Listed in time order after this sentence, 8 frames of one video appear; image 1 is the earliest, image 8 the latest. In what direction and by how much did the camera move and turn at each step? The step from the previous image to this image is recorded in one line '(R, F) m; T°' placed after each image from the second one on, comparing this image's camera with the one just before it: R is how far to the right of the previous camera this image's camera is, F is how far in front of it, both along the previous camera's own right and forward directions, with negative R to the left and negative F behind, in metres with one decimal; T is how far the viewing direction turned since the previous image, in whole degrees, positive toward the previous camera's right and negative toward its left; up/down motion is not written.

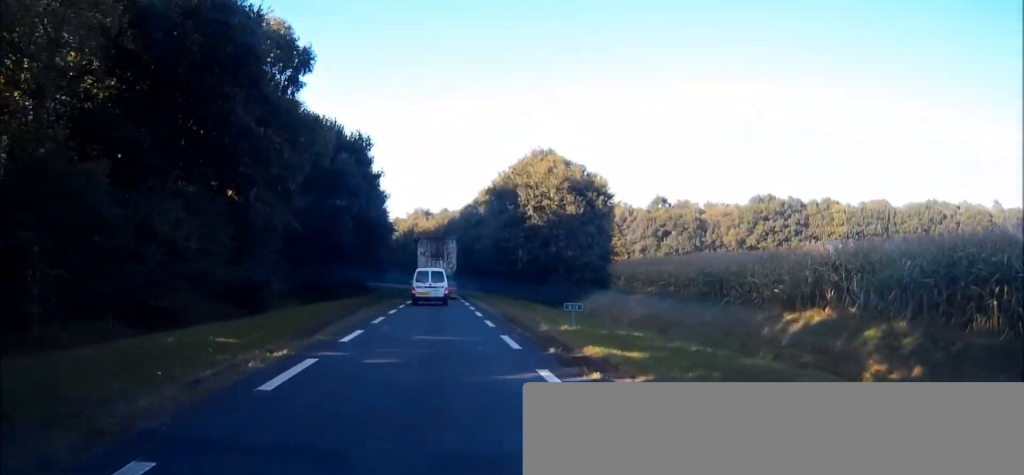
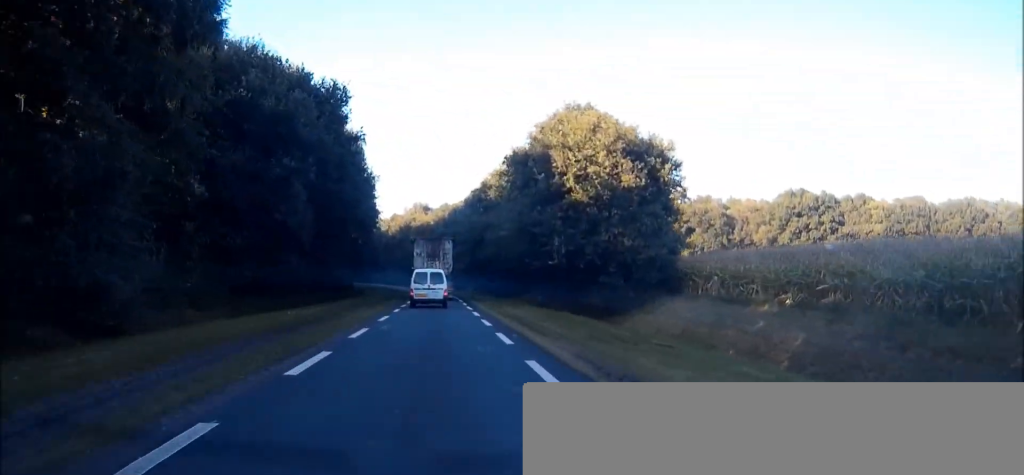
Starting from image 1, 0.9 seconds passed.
(0.0, +17.0) m; 0°
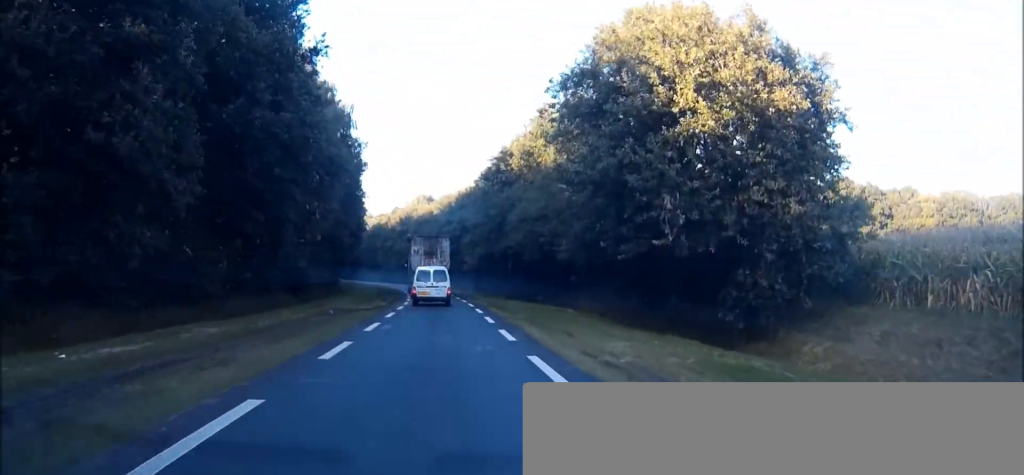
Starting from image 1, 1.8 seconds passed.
(-0.1, +18.0) m; -1°
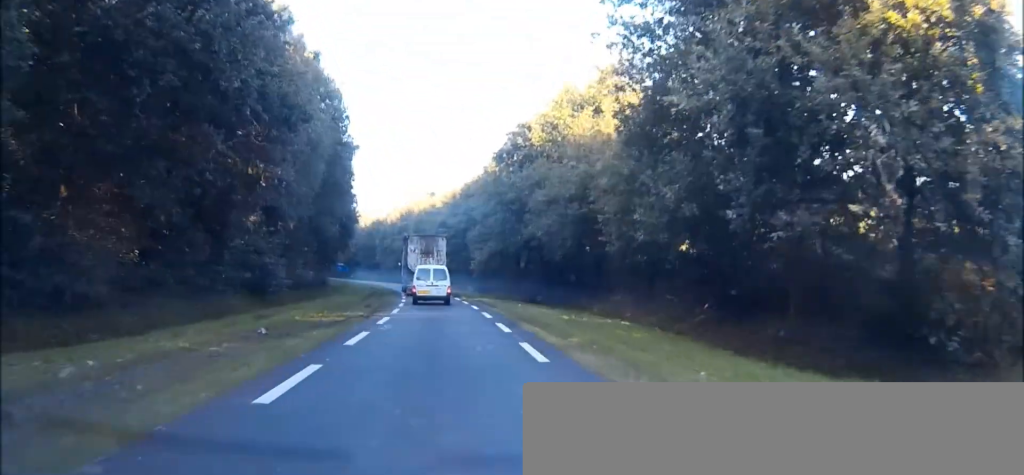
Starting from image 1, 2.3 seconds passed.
(0.0, +10.1) m; -1°
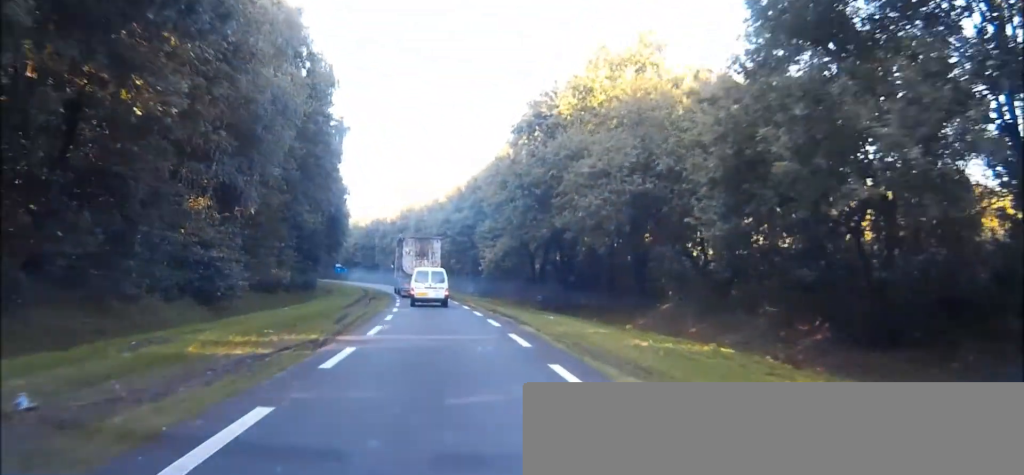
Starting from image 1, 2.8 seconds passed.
(-0.1, +9.4) m; 0°
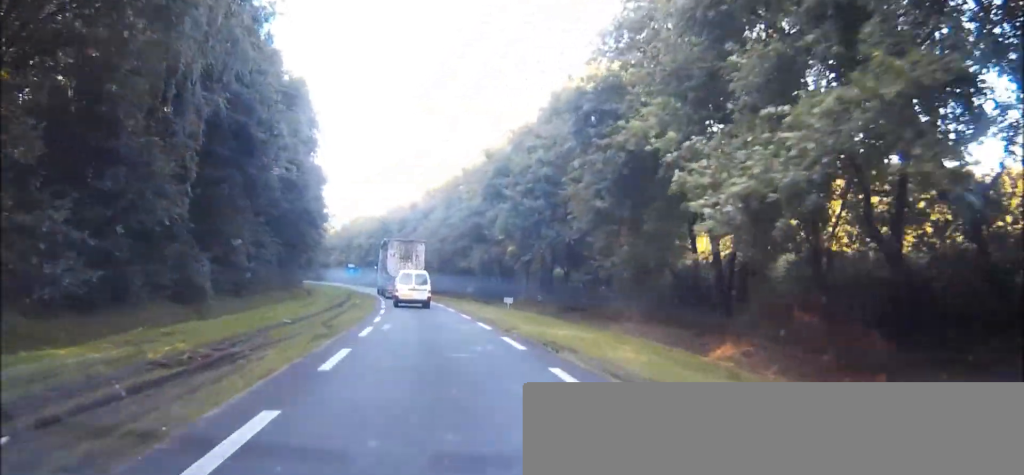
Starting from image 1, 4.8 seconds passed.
(+0.1, +38.4) m; 0°
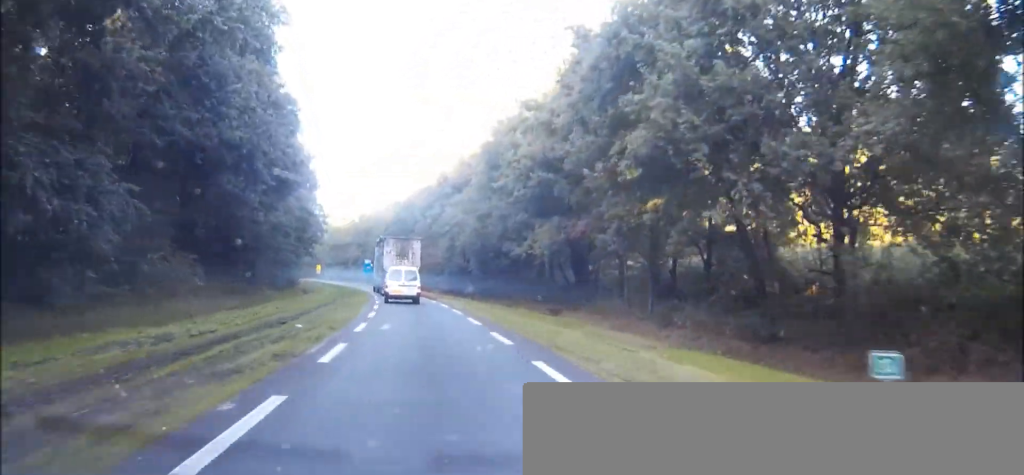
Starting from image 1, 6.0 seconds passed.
(0.0, +25.5) m; -1°
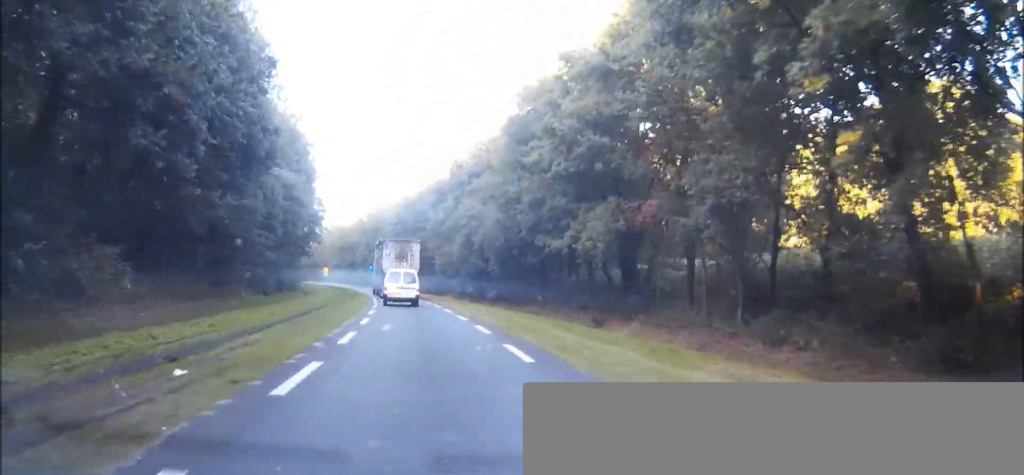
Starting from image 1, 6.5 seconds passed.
(0.0, +9.7) m; -1°
